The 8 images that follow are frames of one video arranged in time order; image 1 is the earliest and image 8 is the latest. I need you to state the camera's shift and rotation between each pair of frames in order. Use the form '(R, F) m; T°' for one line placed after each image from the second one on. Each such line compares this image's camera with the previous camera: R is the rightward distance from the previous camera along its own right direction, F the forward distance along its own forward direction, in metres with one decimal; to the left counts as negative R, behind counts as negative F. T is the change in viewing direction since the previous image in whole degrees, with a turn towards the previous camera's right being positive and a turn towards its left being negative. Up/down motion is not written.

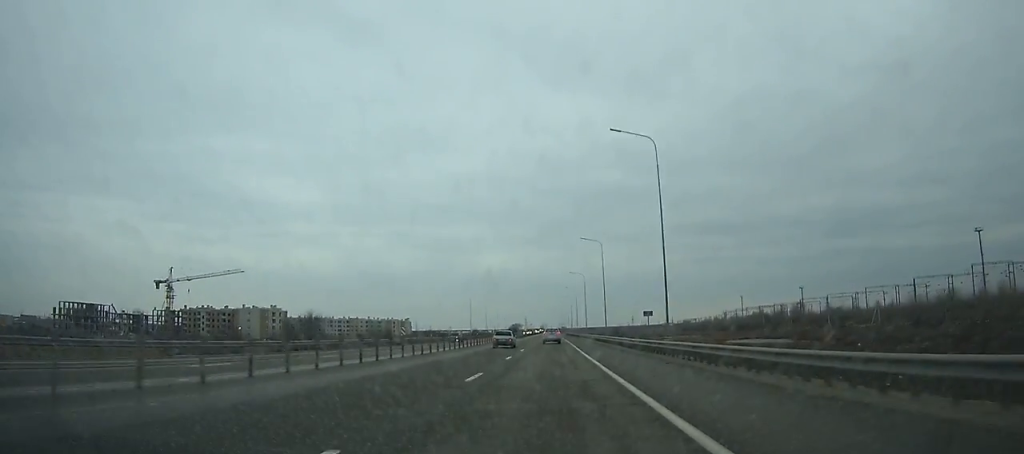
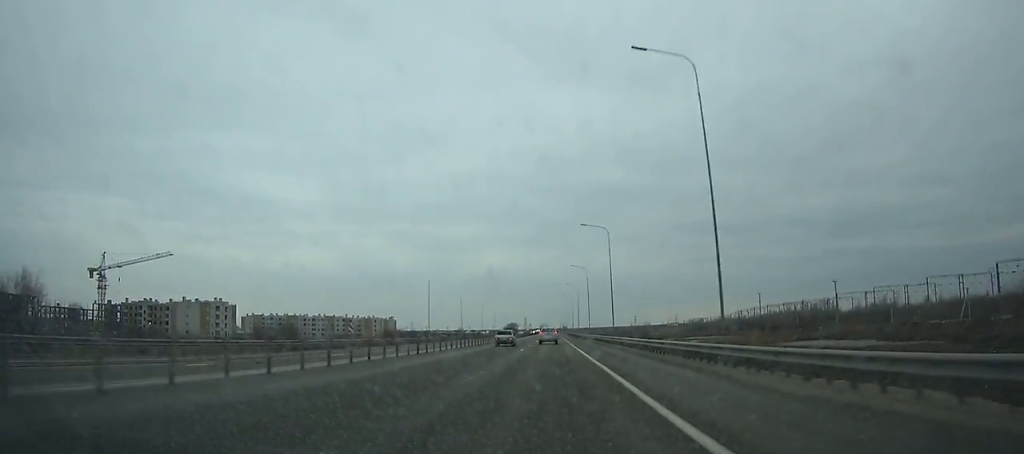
(+0.1, +48.1) m; 0°
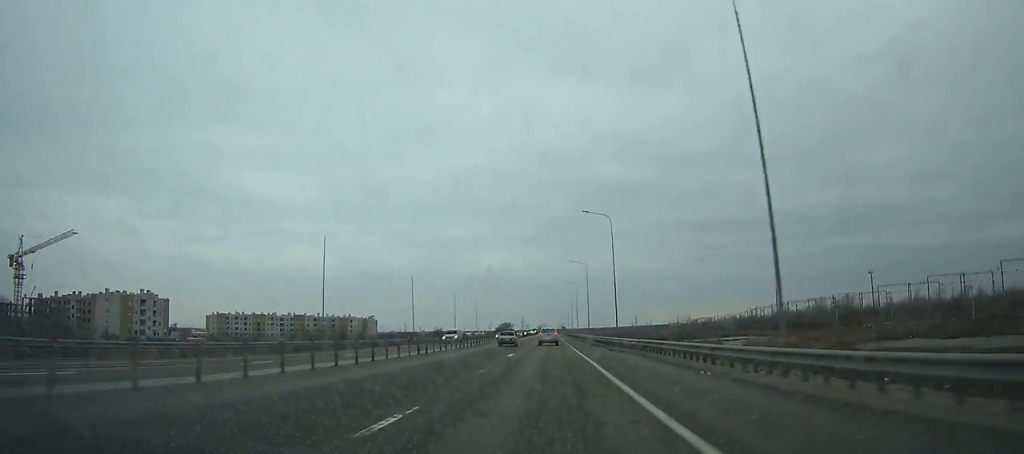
(+0.1, +43.5) m; 0°
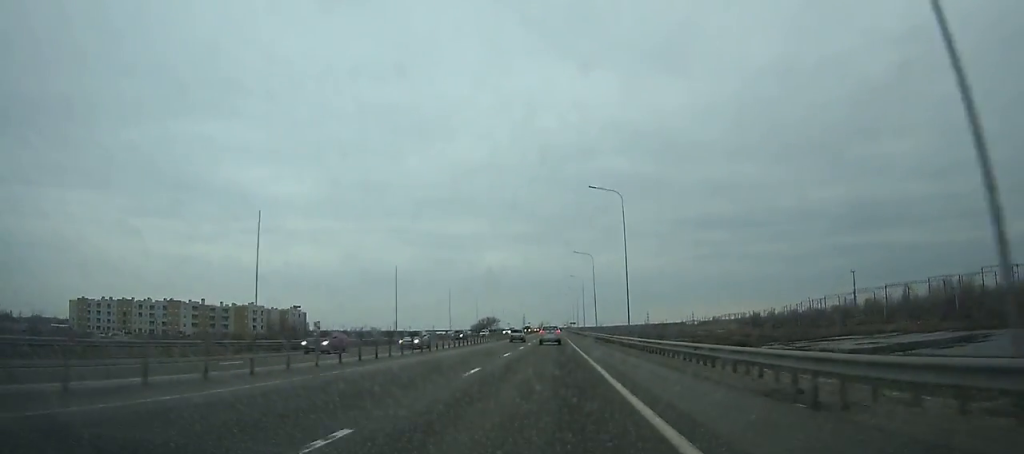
(-0.3, +120.3) m; 0°
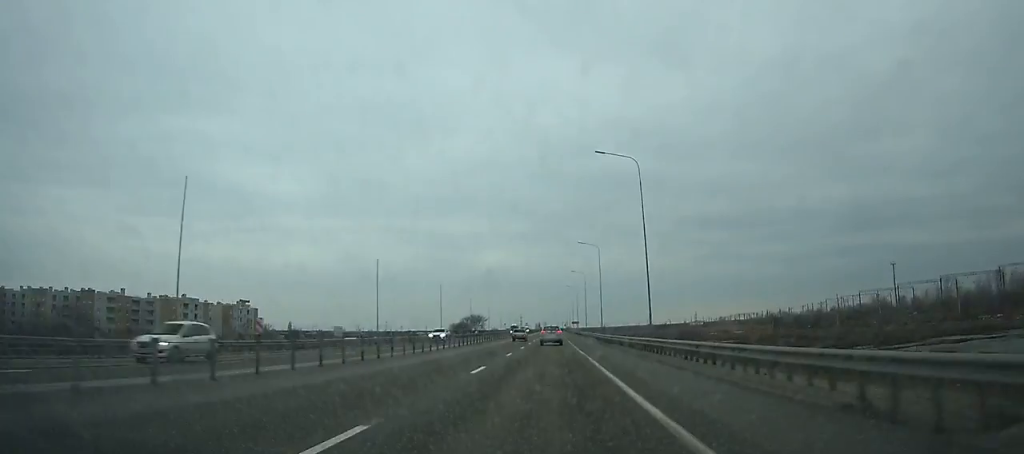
(0.0, +47.5) m; 0°
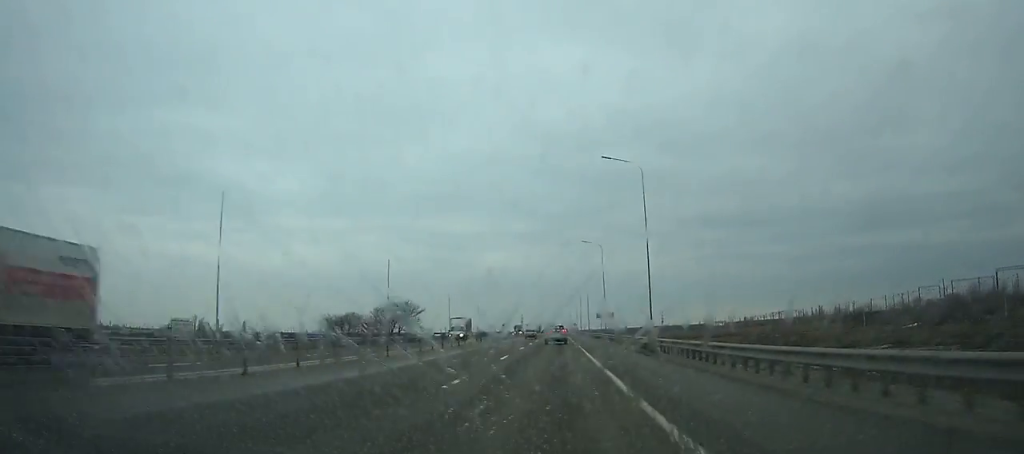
(-0.1, +112.3) m; 0°
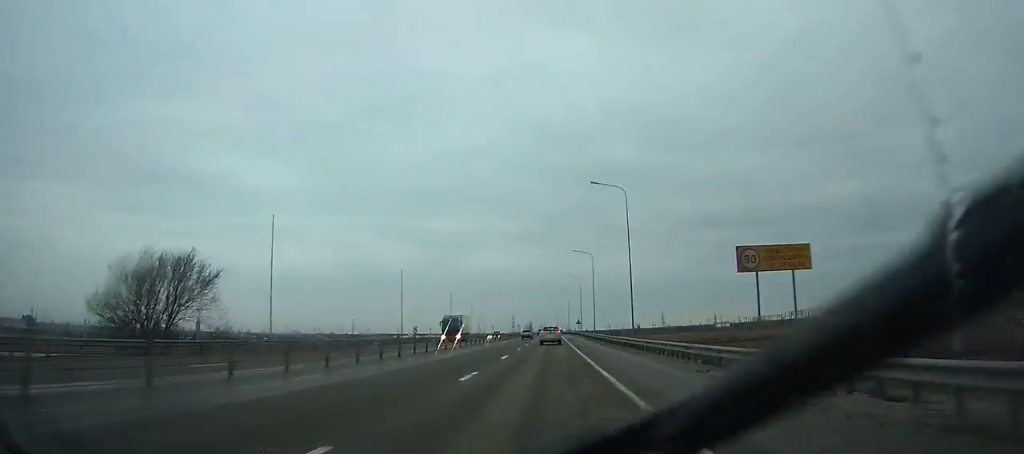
(+0.1, +69.3) m; 0°
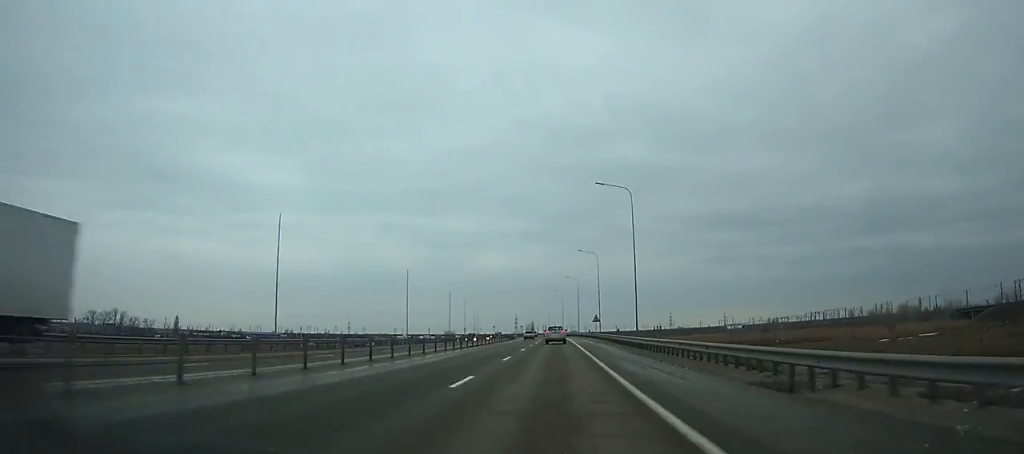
(0.0, +36.8) m; 0°
